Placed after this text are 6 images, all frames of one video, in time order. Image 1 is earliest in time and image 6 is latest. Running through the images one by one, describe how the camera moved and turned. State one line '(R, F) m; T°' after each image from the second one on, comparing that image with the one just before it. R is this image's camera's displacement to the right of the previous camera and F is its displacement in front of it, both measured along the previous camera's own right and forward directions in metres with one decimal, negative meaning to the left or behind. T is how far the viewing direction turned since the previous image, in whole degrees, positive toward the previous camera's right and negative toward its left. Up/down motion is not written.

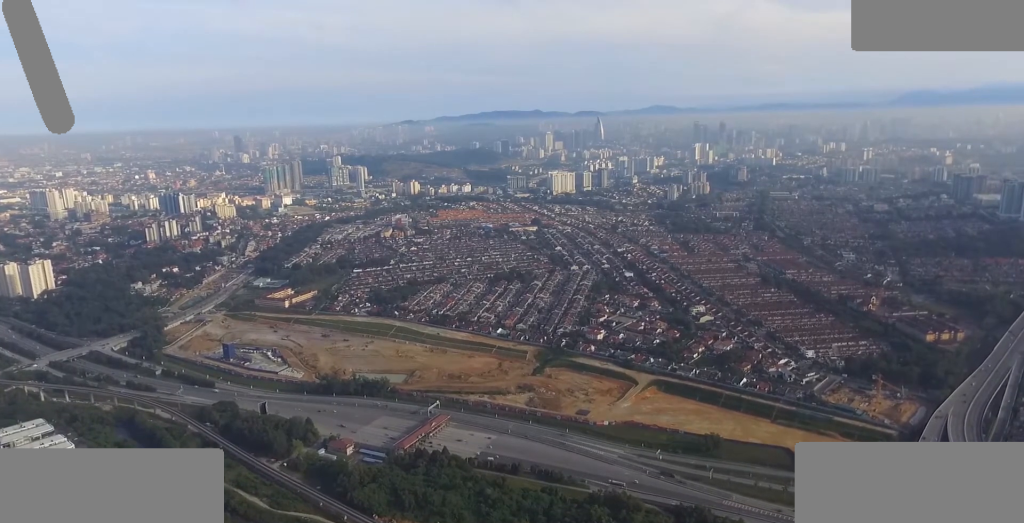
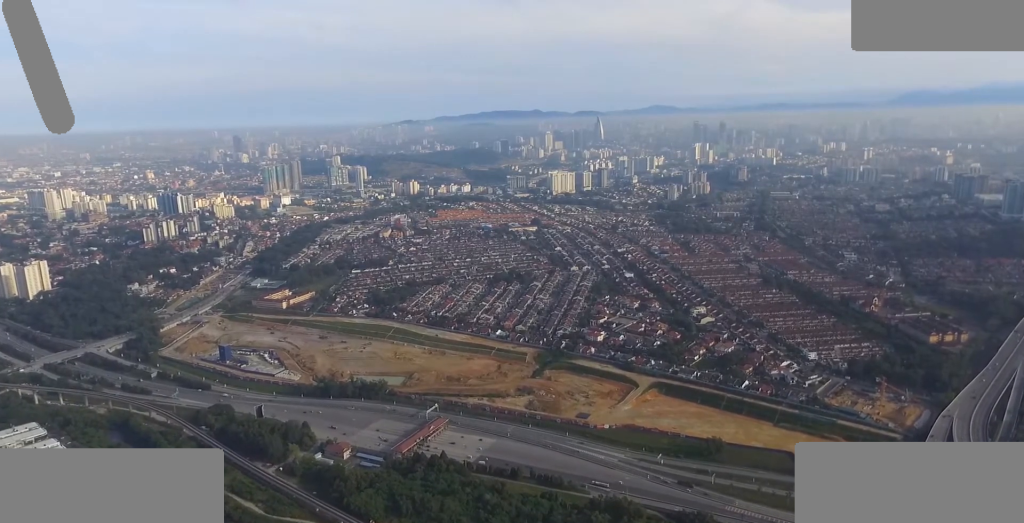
(0.0, +5.3) m; 0°
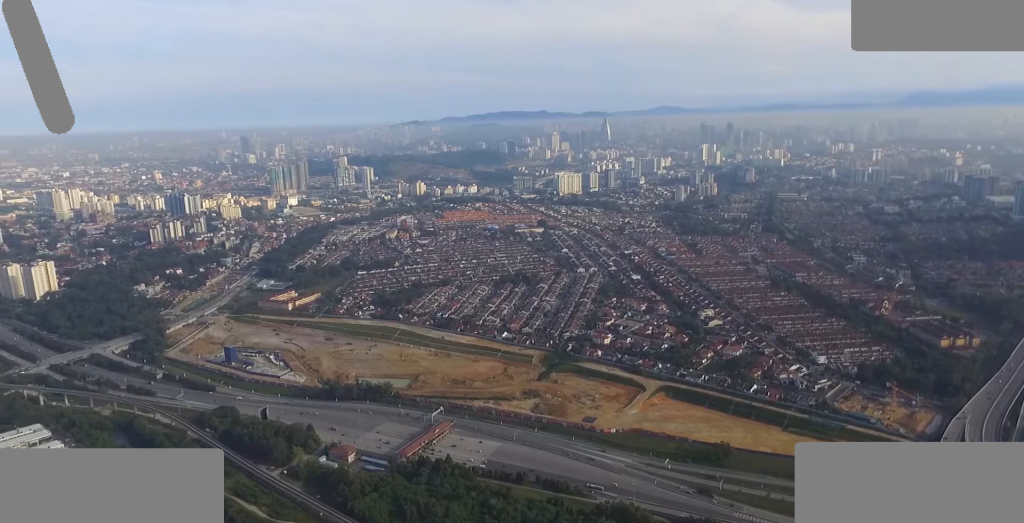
(0.0, +2.7) m; 0°
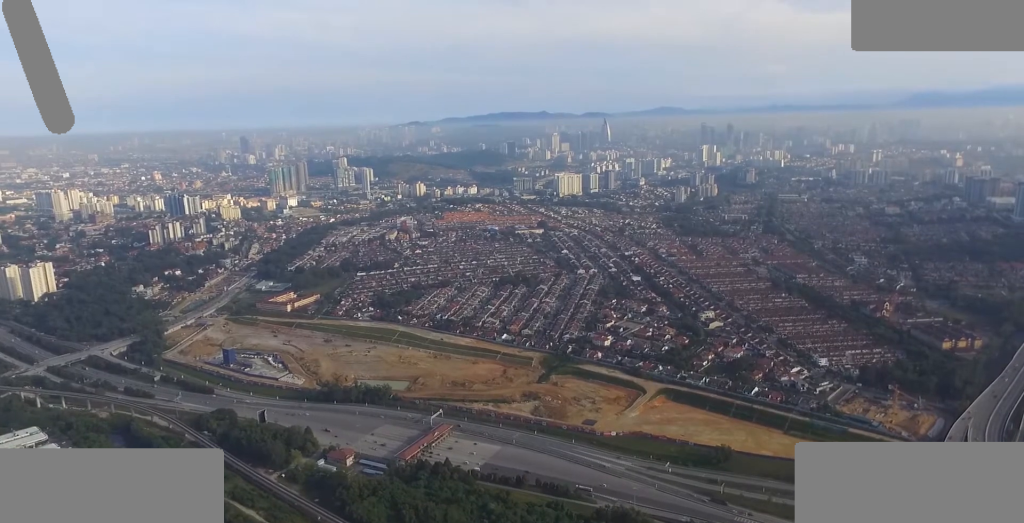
(0.0, +2.4) m; +2°
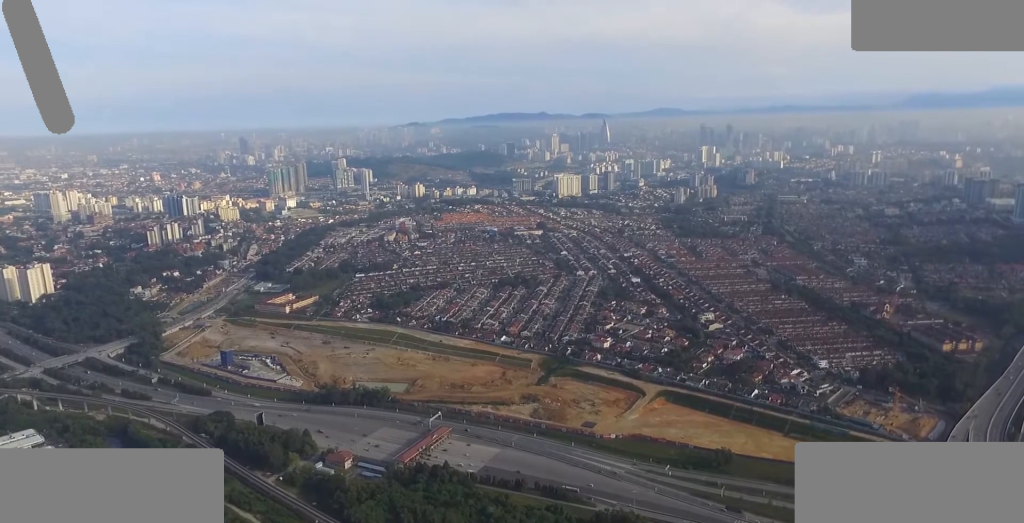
(0.0, +2.3) m; +3°
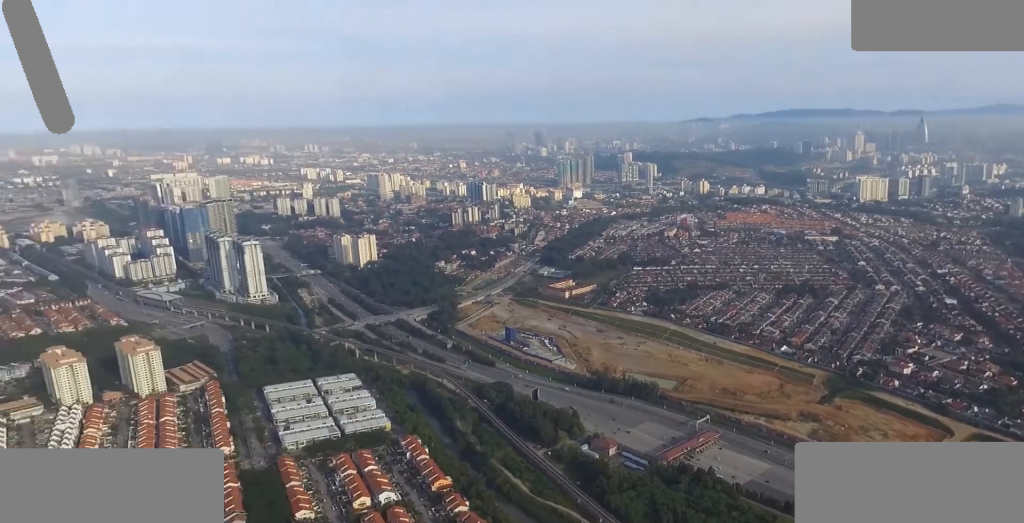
(-0.7, +5.6) m; -11°
